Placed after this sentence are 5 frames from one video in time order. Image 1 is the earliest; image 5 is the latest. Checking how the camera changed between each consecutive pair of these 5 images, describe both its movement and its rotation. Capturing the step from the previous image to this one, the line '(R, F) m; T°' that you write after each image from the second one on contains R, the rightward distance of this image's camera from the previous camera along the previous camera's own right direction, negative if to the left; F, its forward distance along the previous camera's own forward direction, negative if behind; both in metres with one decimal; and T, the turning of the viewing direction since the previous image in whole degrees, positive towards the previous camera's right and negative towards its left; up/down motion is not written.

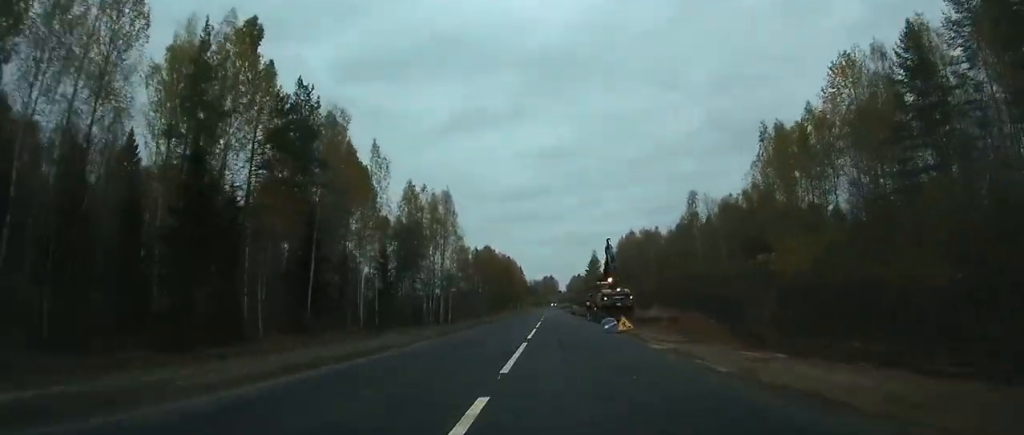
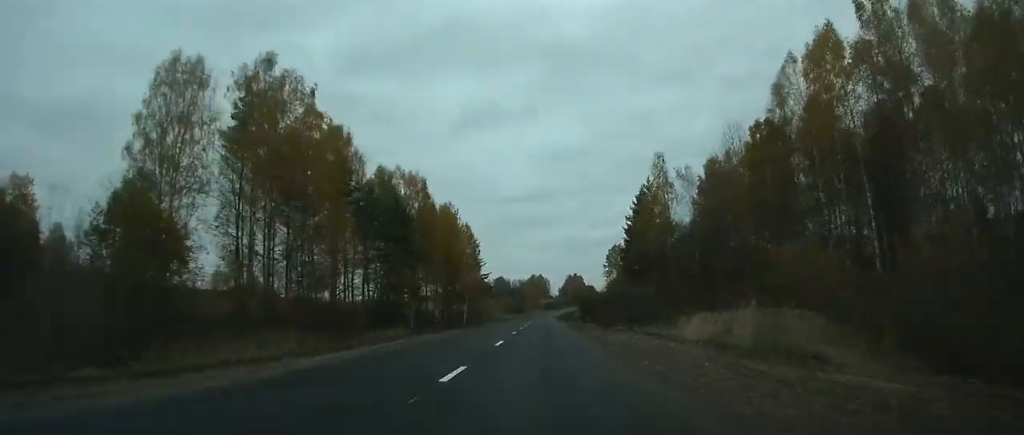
(+1.4, +167.0) m; +1°
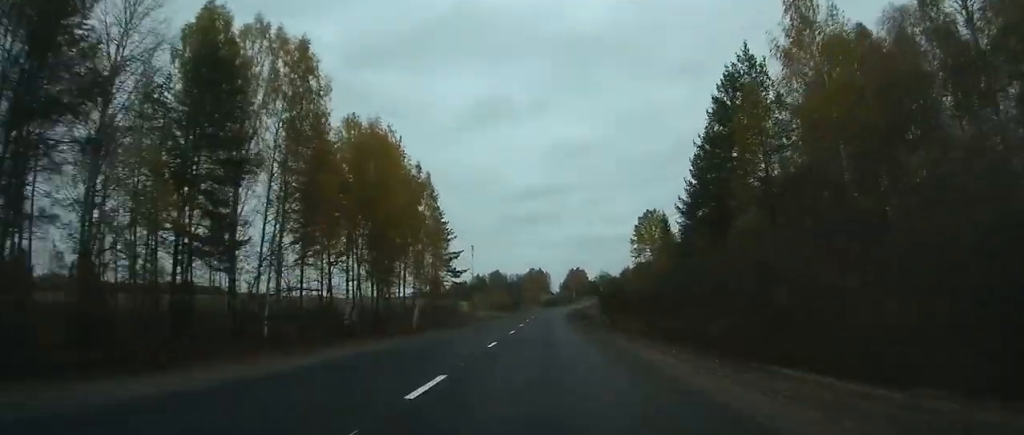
(0.0, +50.5) m; +1°
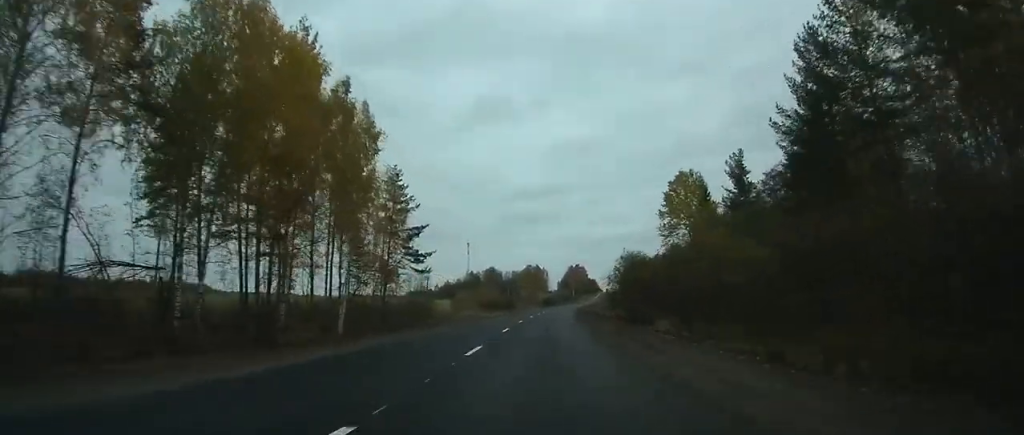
(+0.2, +28.4) m; +1°
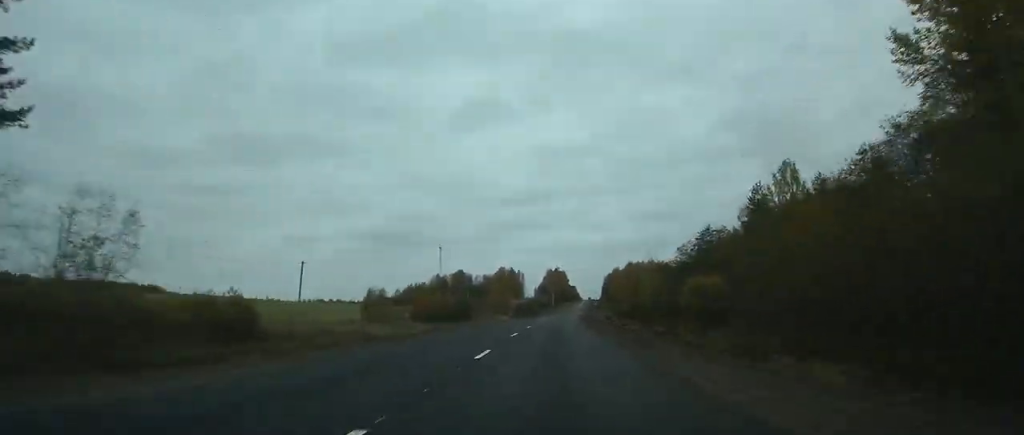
(+1.0, +57.4) m; +2°
